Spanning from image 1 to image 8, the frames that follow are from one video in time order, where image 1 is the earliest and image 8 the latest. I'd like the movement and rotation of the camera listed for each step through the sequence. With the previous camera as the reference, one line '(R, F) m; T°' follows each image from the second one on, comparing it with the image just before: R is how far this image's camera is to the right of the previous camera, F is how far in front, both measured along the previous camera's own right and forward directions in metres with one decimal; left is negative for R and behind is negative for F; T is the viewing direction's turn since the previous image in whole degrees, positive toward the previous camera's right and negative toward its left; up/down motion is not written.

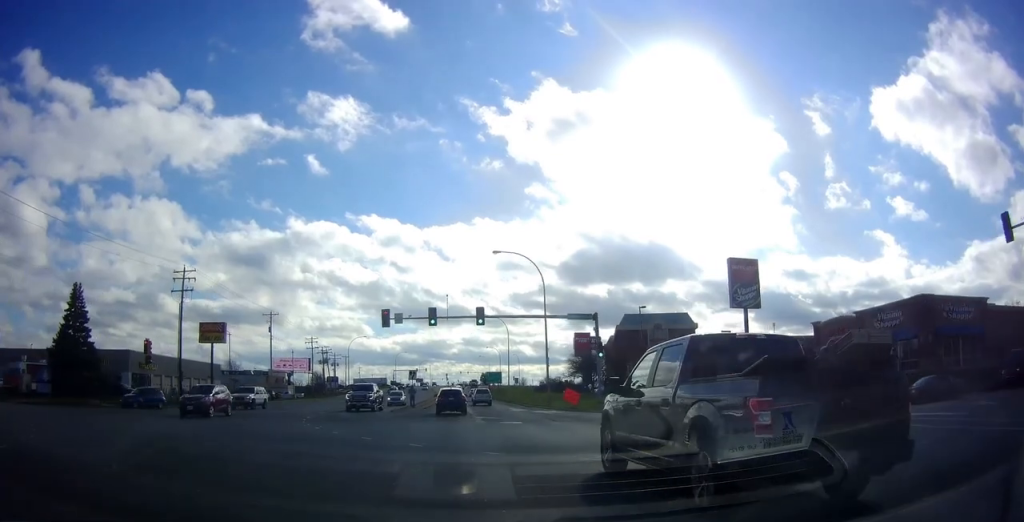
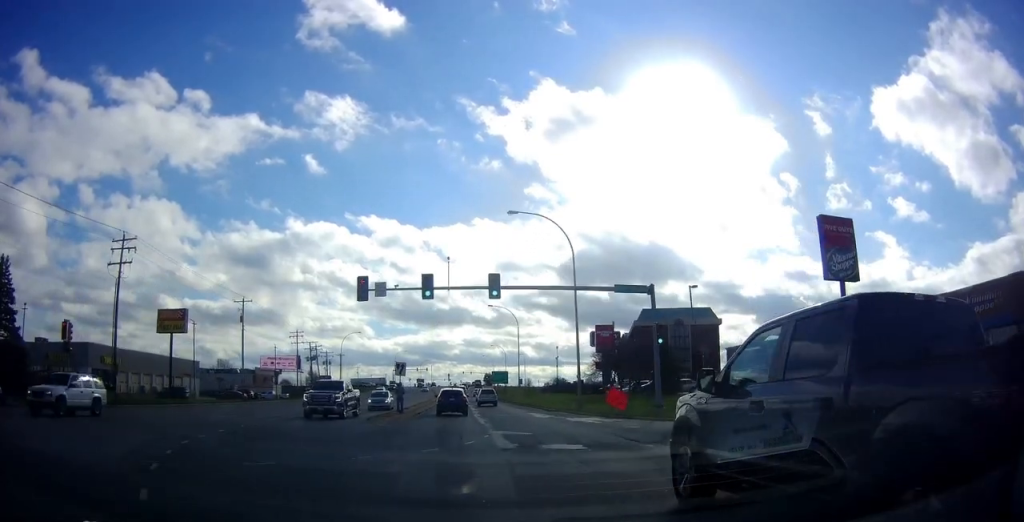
(0.0, +12.1) m; 0°
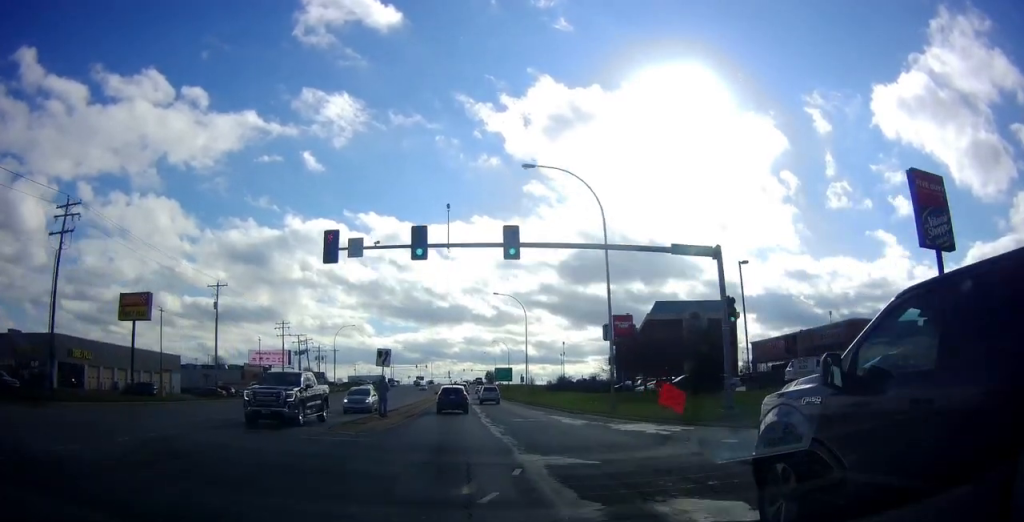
(0.0, +8.0) m; 0°
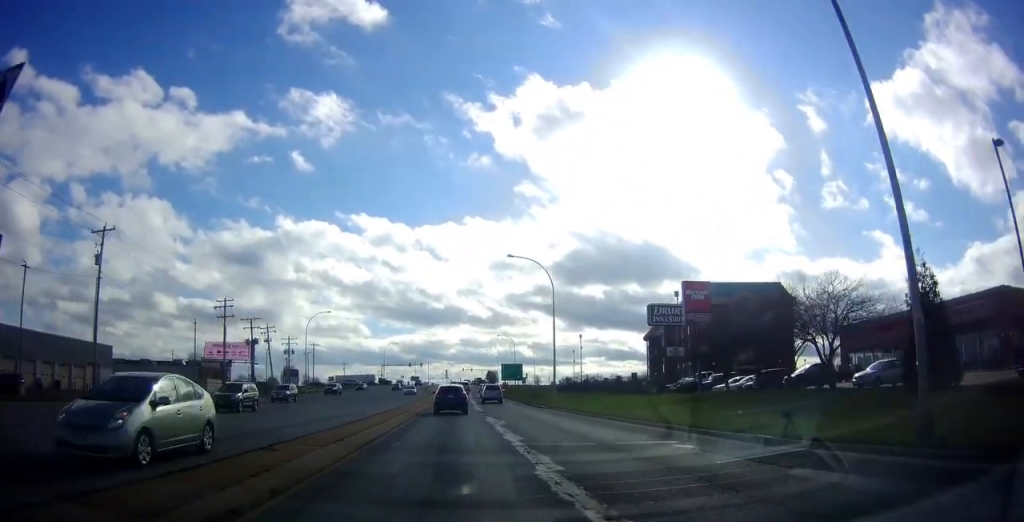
(0.0, +23.8) m; 0°
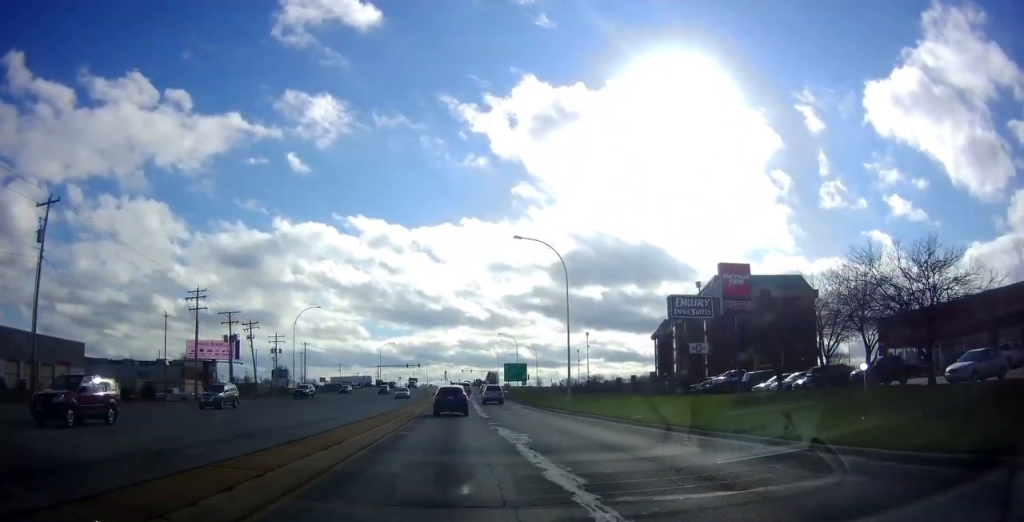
(0.0, +7.4) m; -1°
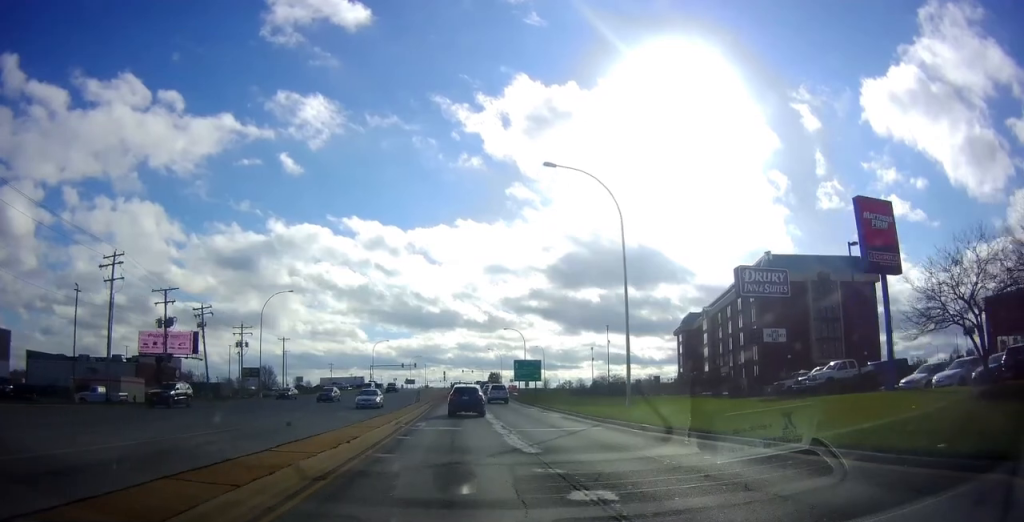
(-0.4, +17.6) m; -2°
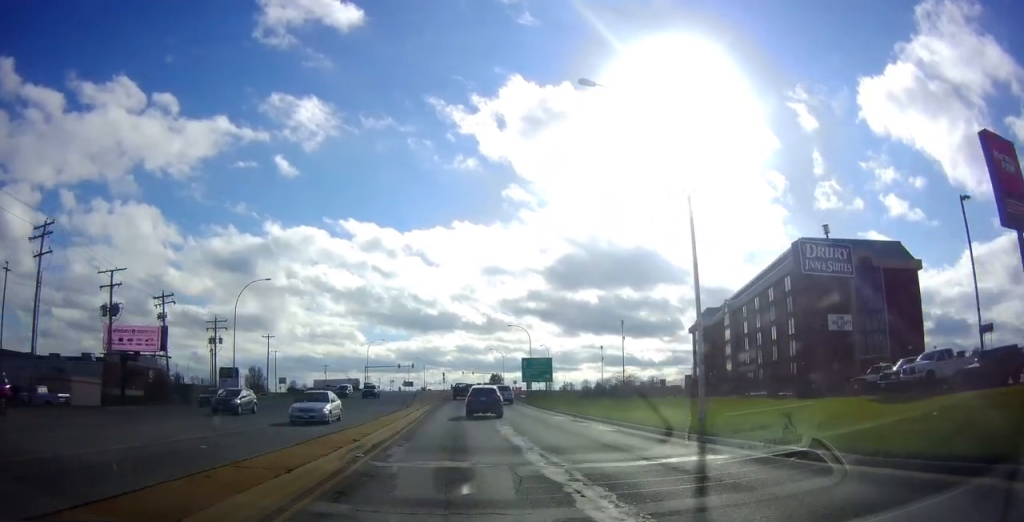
(-0.1, +10.3) m; +1°
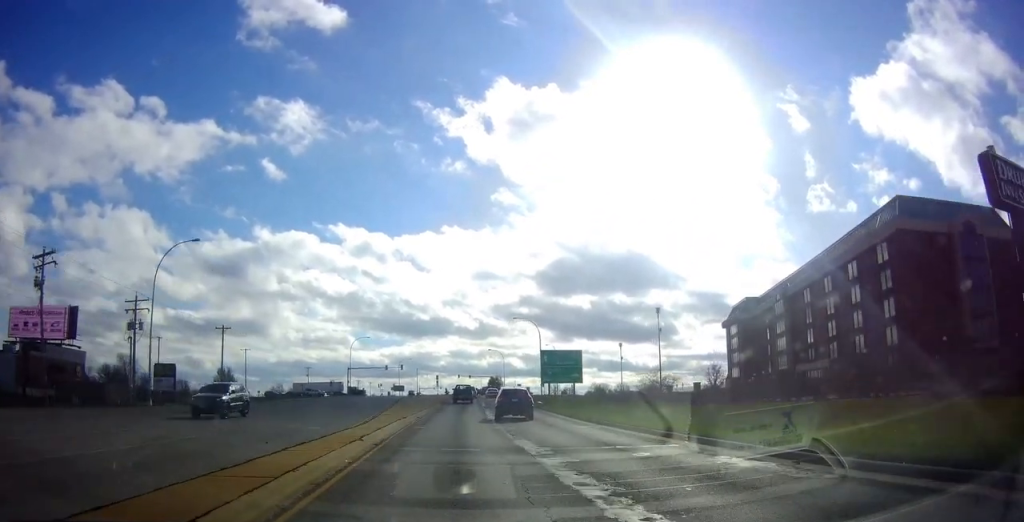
(+0.7, +20.4) m; +3°
